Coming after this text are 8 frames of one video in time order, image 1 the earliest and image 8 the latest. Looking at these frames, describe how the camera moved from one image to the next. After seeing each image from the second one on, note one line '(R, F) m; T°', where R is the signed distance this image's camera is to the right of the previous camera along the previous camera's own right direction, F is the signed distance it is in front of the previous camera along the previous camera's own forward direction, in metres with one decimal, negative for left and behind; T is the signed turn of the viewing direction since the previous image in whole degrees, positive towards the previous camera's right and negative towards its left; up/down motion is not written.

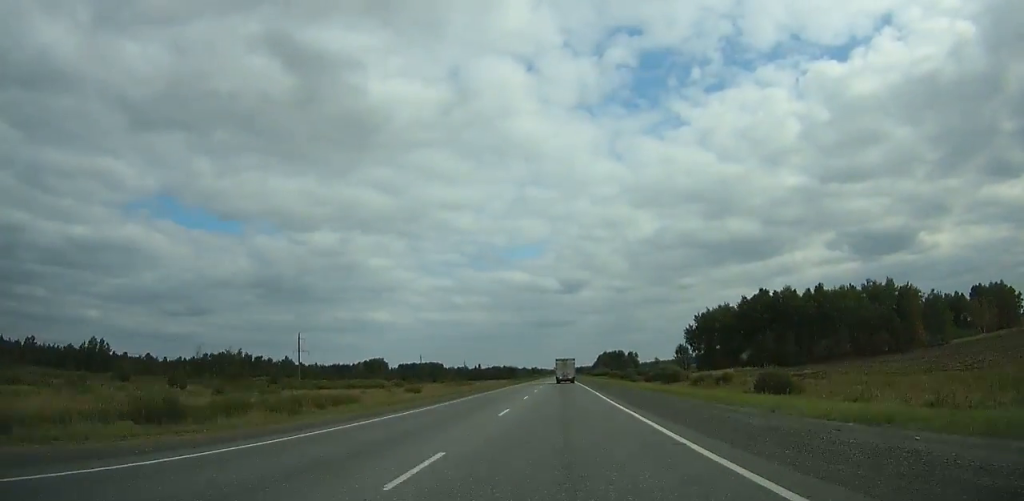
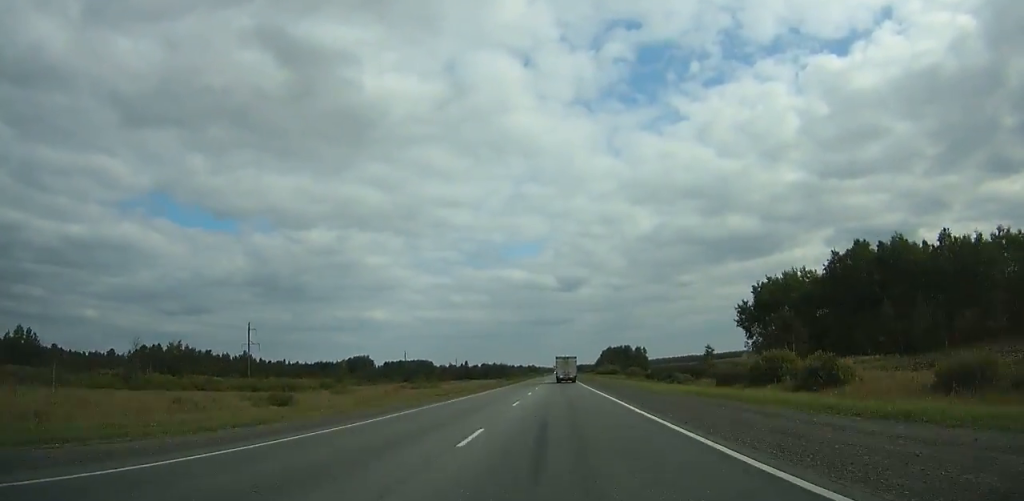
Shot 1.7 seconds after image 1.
(+0.1, +44.1) m; 0°
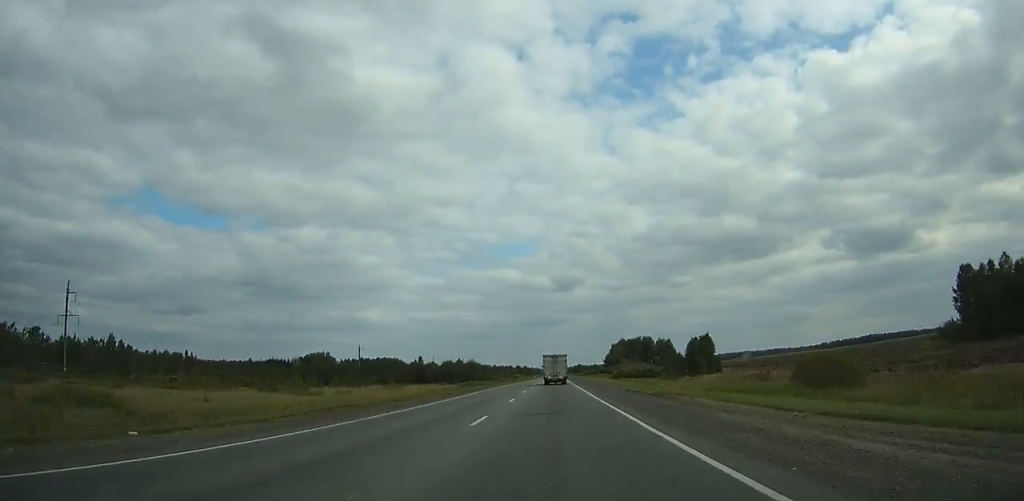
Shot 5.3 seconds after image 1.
(0.0, +91.6) m; 0°
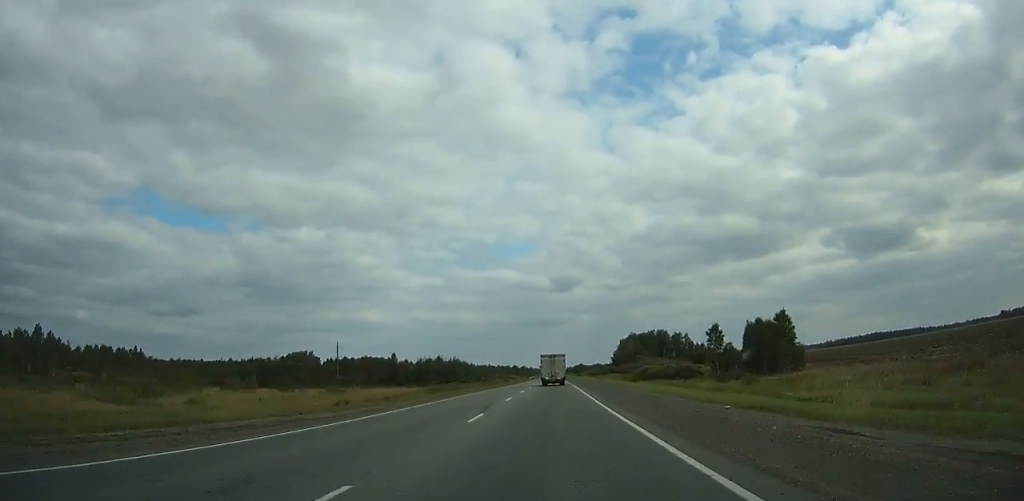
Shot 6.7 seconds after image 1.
(+0.1, +34.7) m; 0°
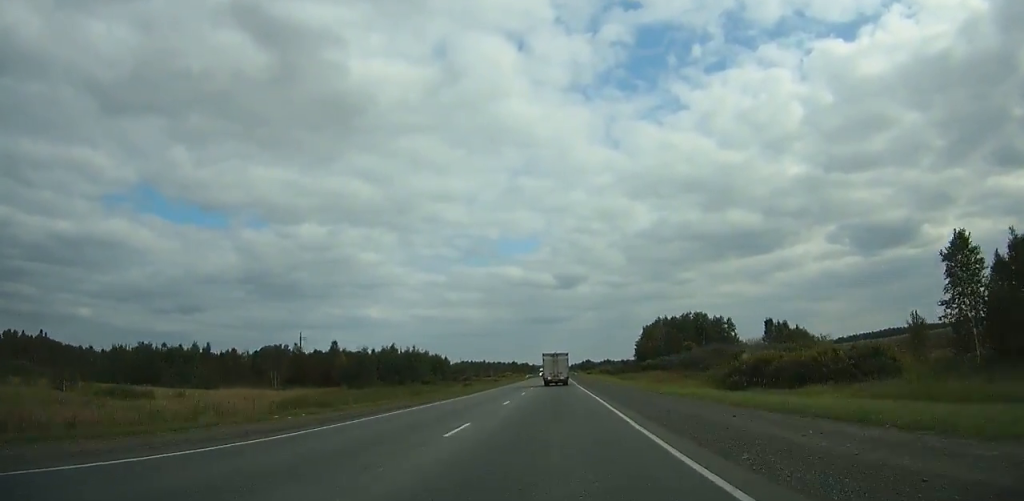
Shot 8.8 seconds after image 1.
(0.0, +51.6) m; 0°
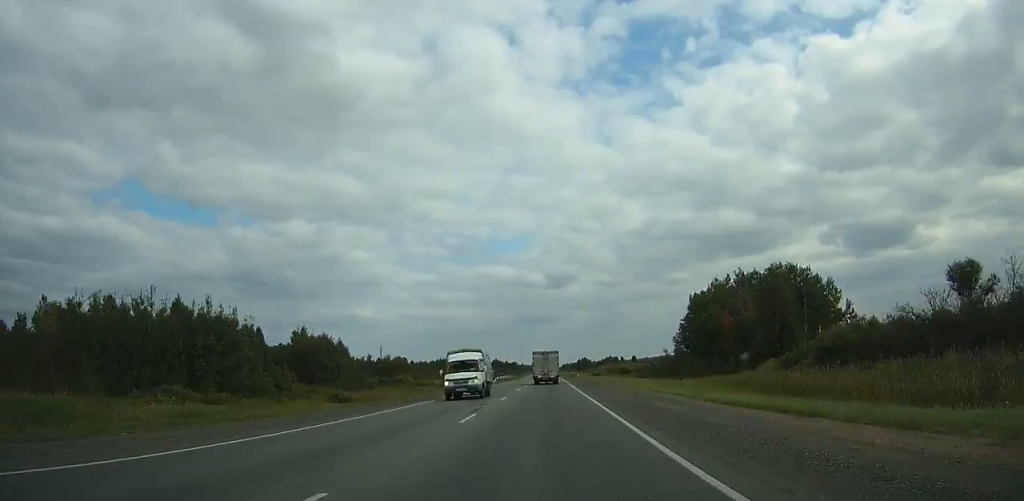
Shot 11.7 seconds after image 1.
(-0.2, +69.5) m; 0°
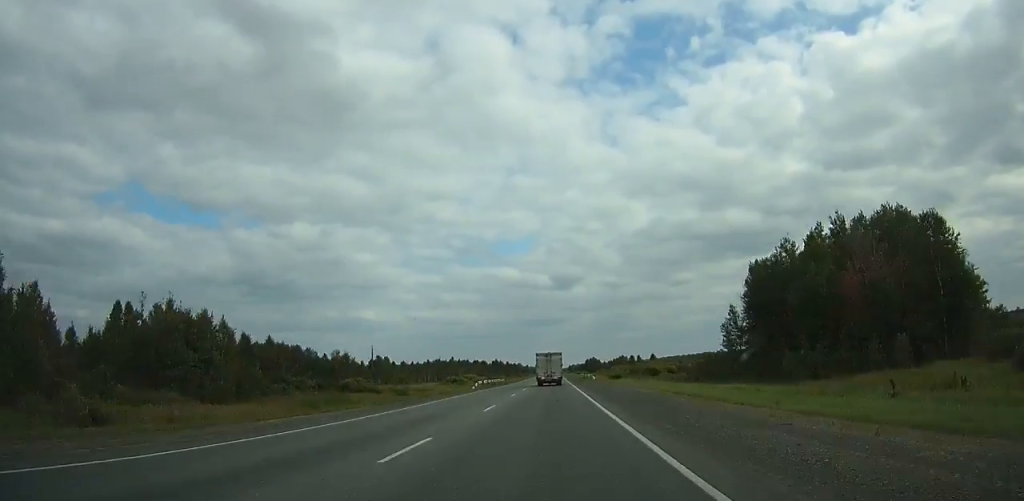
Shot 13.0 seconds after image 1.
(+0.1, +30.5) m; 0°
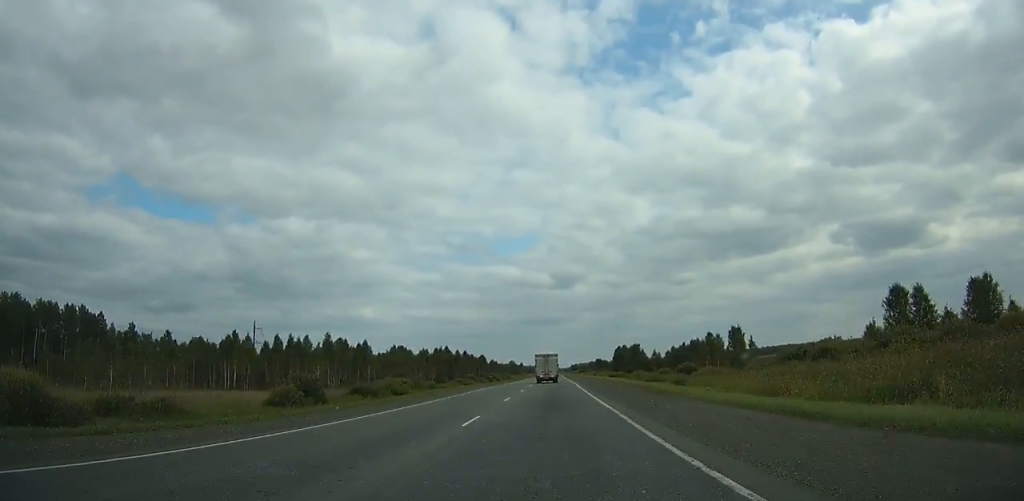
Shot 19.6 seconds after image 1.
(-0.2, +148.2) m; 0°
